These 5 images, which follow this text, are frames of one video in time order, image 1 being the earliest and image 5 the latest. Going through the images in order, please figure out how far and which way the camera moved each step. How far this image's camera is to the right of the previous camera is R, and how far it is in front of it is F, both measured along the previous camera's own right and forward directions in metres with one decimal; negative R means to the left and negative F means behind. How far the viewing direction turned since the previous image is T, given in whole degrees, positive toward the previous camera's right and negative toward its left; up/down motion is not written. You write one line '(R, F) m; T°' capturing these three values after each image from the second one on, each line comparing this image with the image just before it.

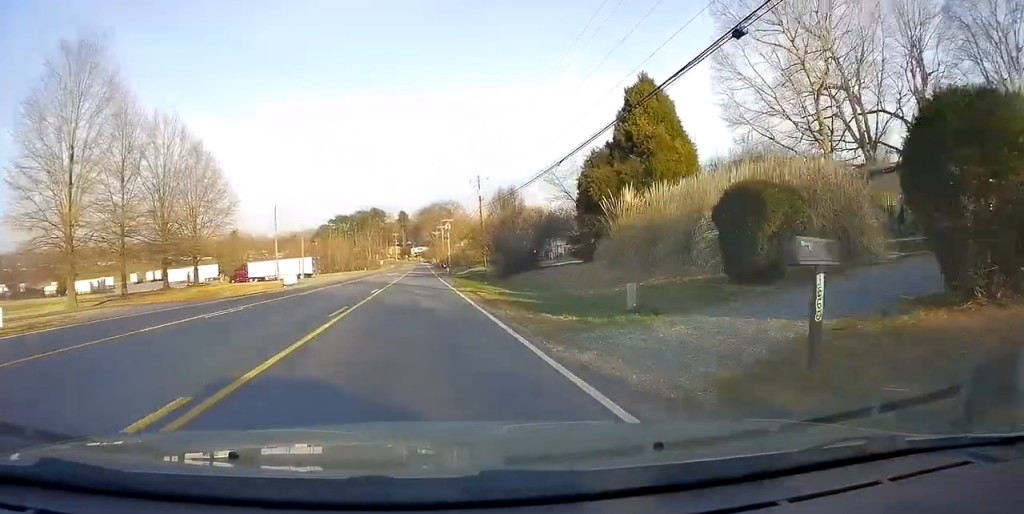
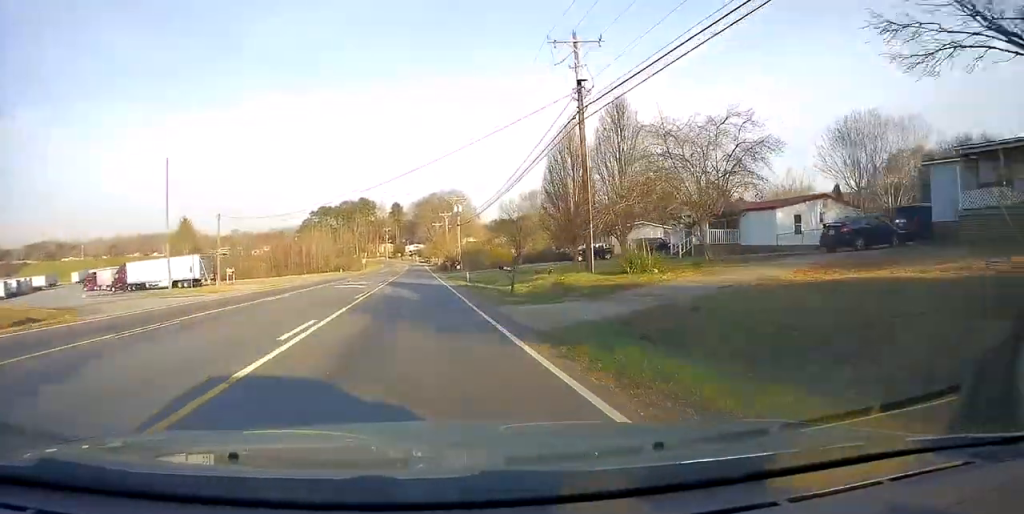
(0.0, +42.0) m; 0°
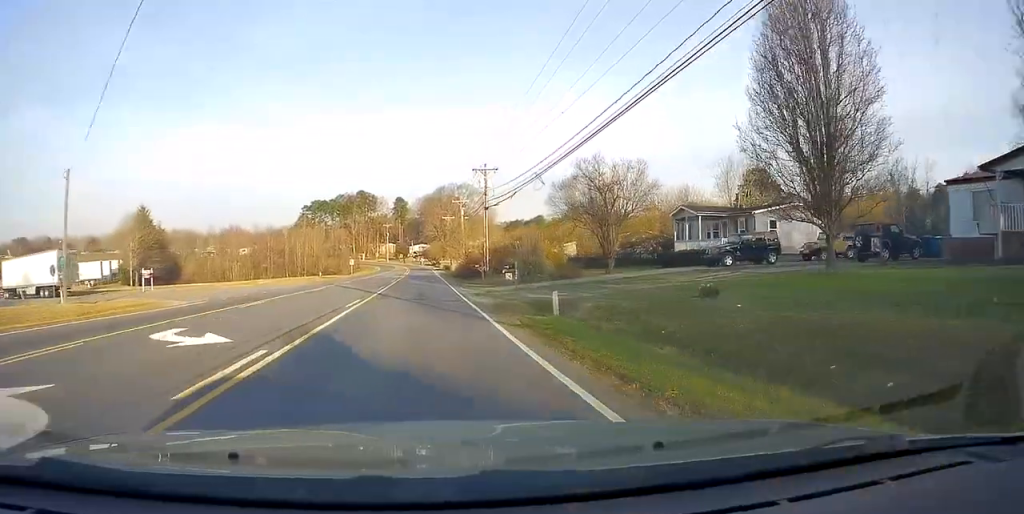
(-0.3, +29.3) m; -1°
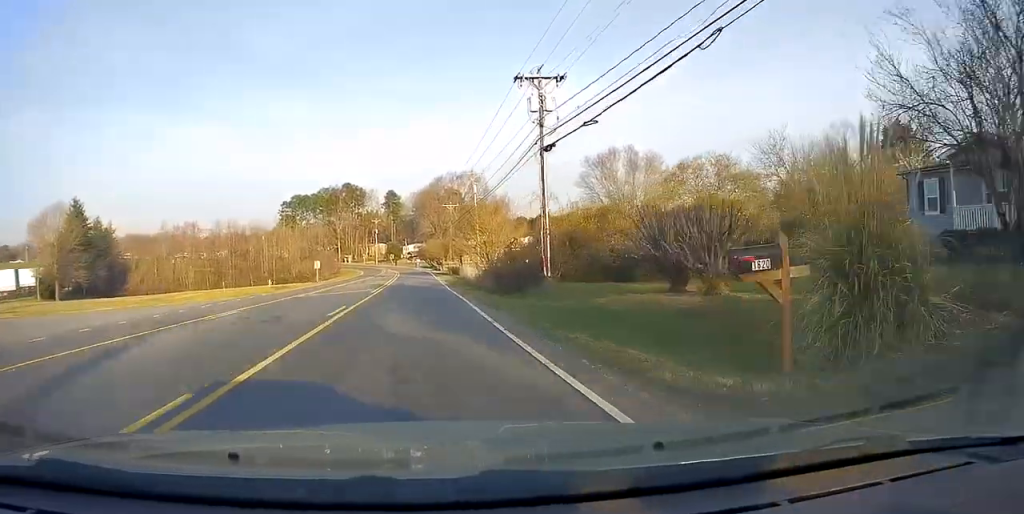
(+0.2, +27.7) m; 0°
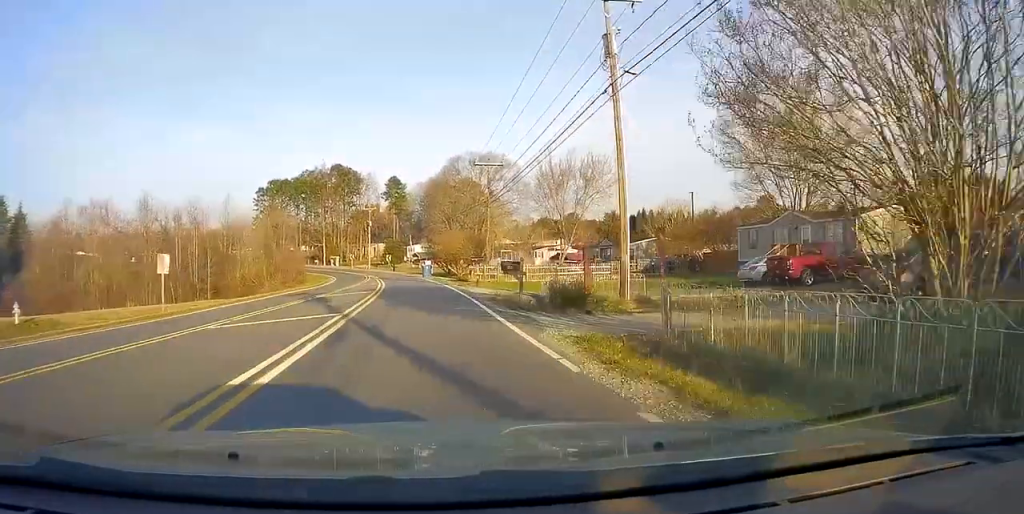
(-0.4, +41.3) m; -1°
